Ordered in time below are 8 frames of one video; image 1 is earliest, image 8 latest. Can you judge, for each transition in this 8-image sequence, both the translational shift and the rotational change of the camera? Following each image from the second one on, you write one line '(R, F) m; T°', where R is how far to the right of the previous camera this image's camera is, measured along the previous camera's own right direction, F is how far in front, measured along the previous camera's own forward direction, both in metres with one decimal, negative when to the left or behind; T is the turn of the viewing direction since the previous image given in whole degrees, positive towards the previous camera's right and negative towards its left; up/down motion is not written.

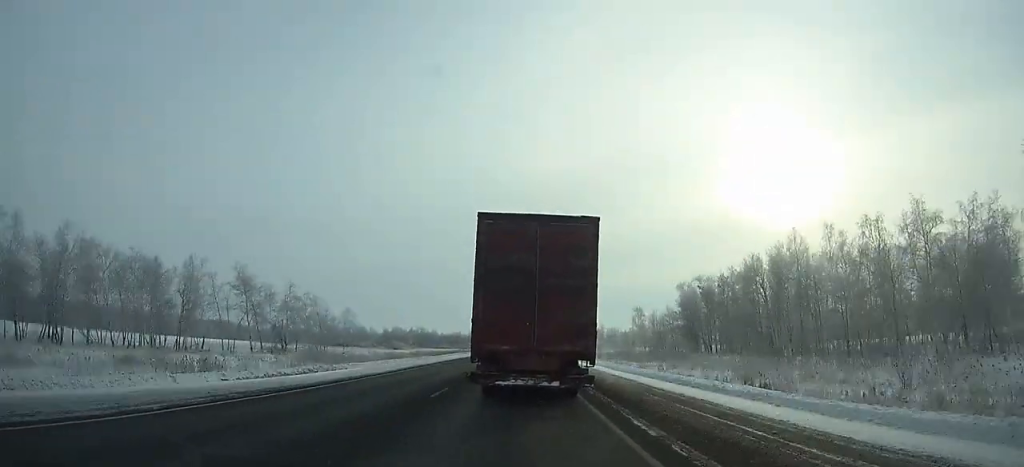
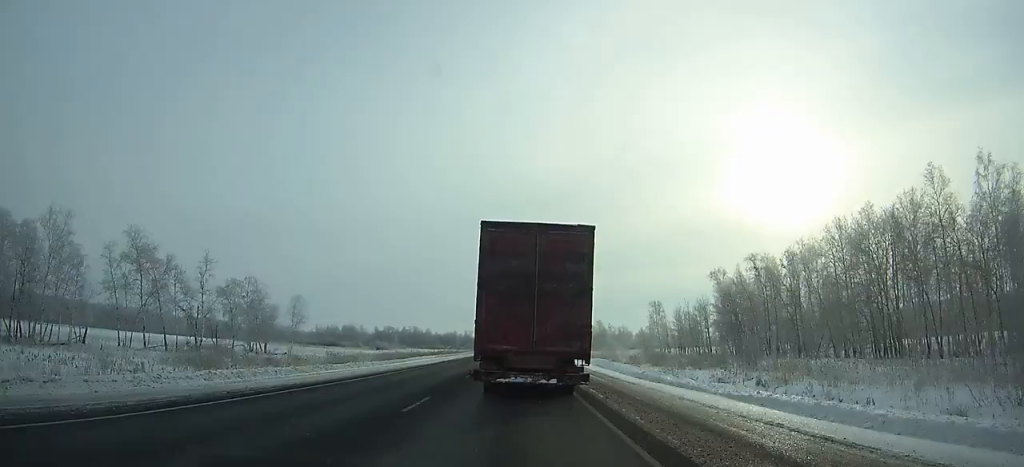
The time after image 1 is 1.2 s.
(0.0, +27.8) m; 0°
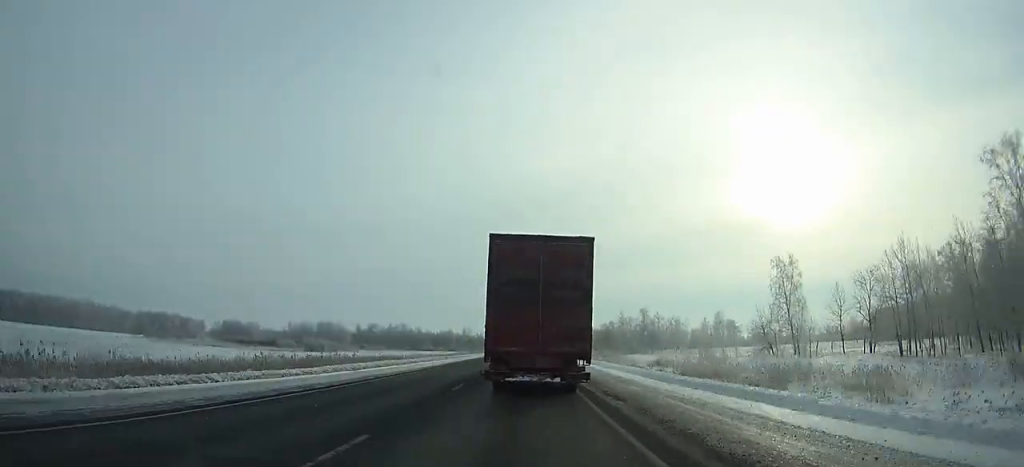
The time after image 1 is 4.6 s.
(-0.2, +78.1) m; 0°
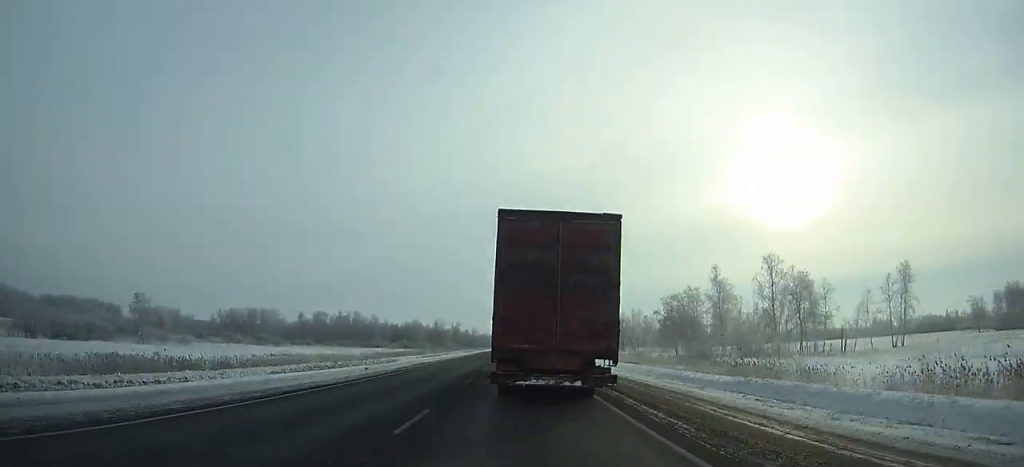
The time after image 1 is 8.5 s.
(+0.2, +89.2) m; 0°
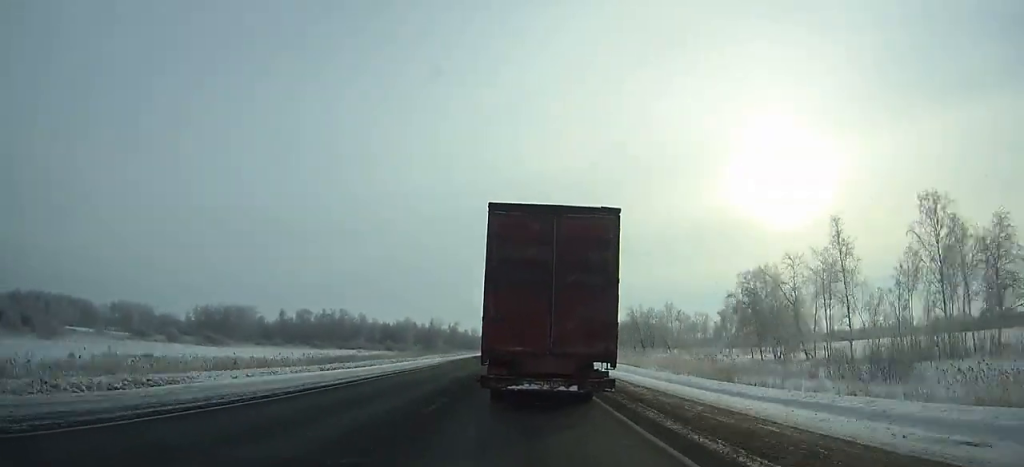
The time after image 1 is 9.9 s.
(0.0, +31.9) m; 0°
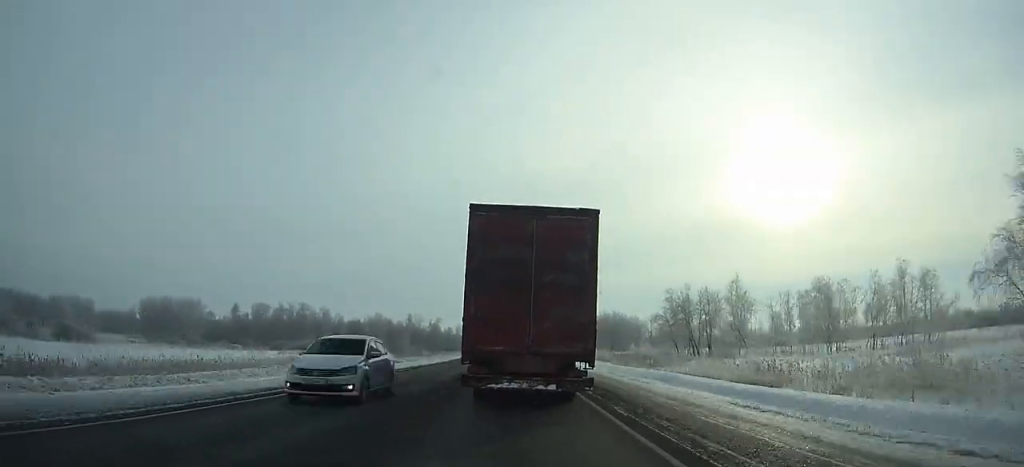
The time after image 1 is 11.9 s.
(0.0, +45.0) m; 0°
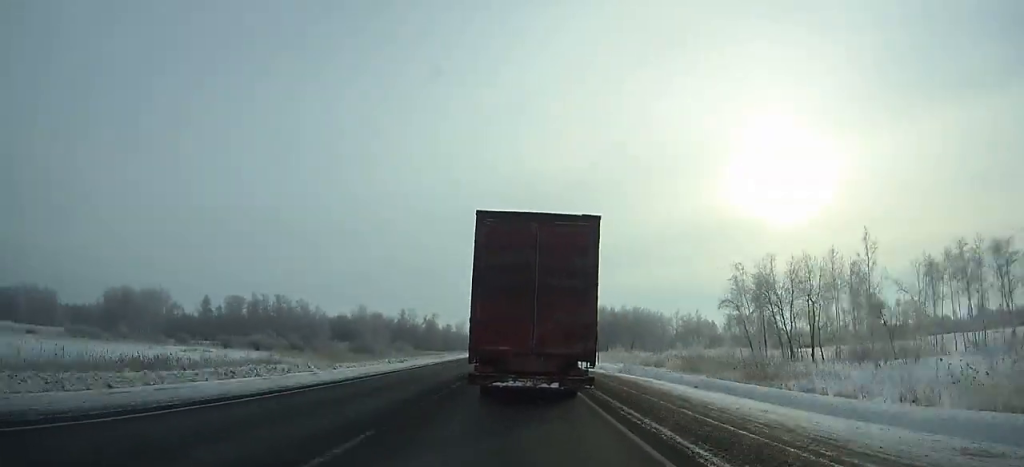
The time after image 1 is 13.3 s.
(0.0, +31.4) m; 0°
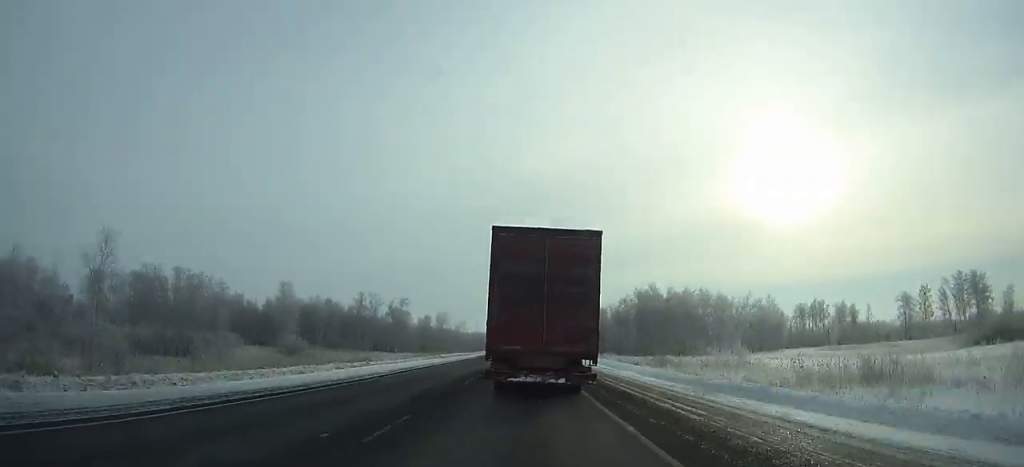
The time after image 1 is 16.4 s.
(-0.2, +68.9) m; 0°
